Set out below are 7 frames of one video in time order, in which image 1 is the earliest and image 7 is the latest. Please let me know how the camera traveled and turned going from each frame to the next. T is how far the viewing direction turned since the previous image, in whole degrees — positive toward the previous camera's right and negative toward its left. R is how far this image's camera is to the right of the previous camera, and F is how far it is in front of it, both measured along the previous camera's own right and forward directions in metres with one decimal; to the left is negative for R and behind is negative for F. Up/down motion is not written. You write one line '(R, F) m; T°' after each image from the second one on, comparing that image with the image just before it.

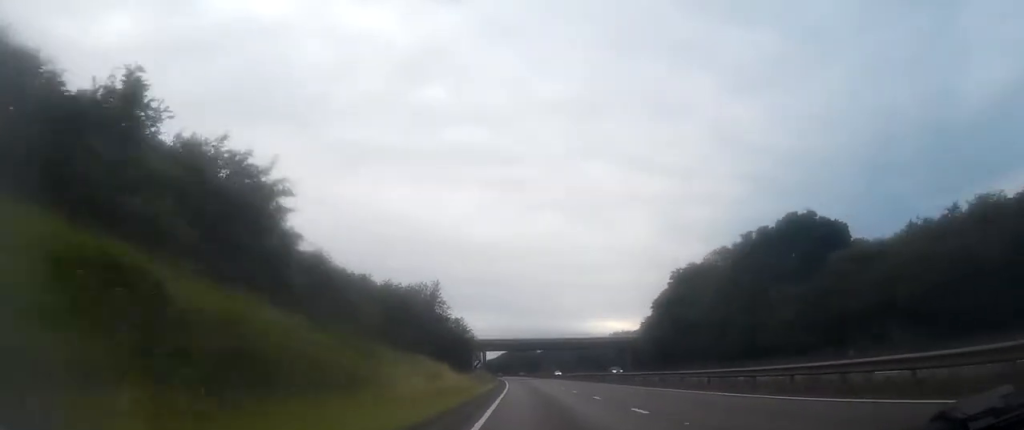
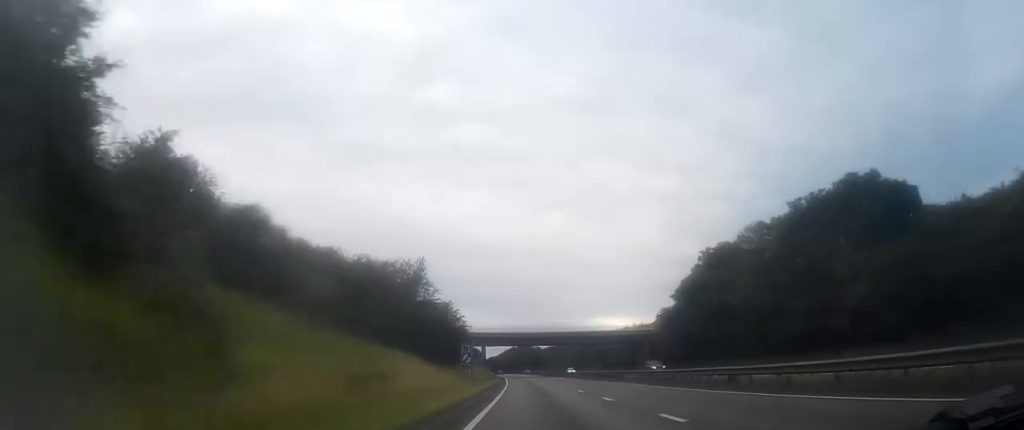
(0.0, +12.5) m; -1°
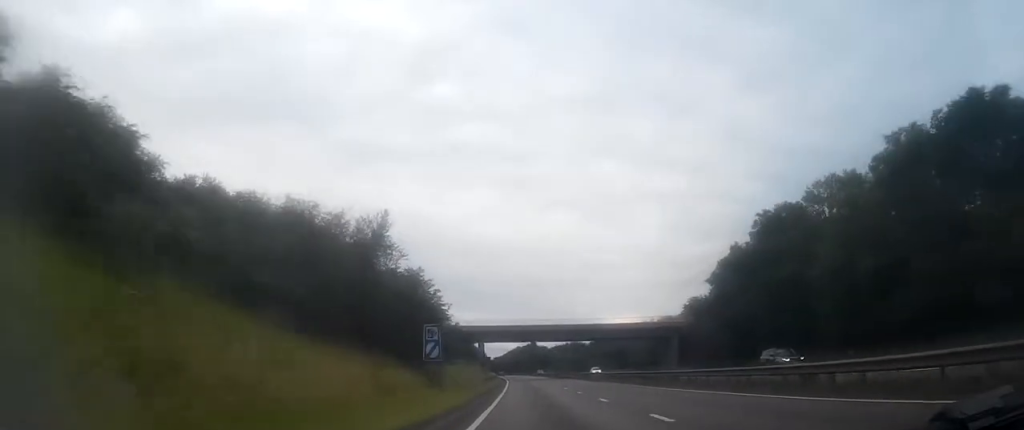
(-0.4, +17.2) m; -1°
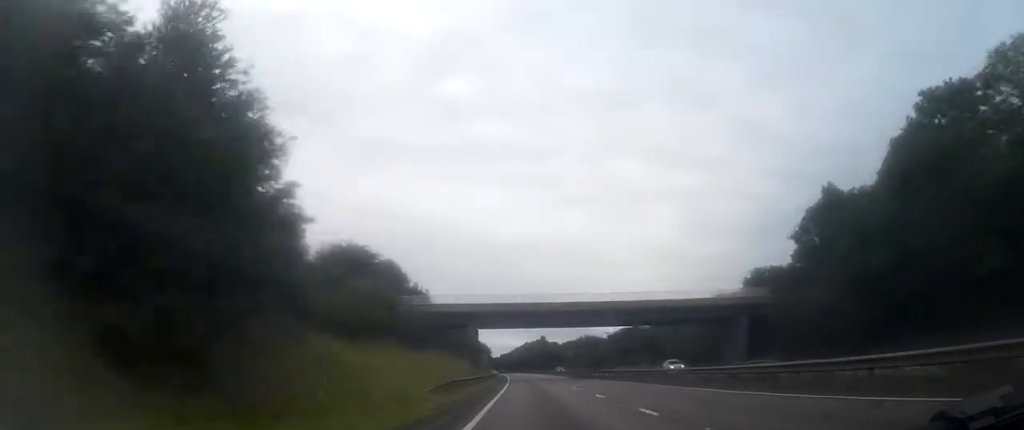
(0.0, +25.8) m; 0°
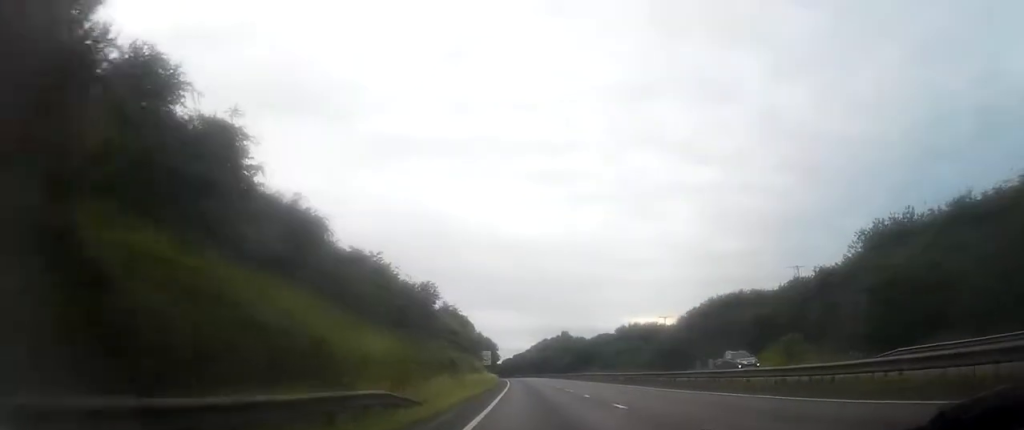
(-0.9, +68.4) m; -2°
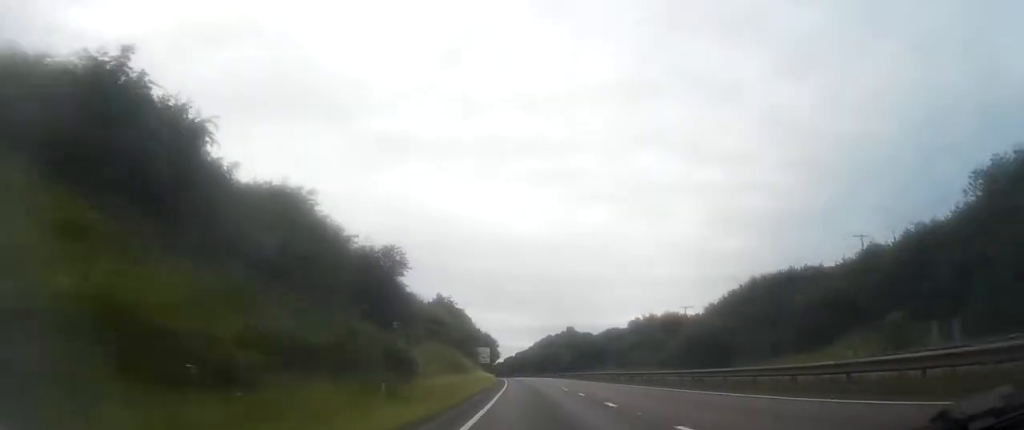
(0.0, +17.0) m; 0°
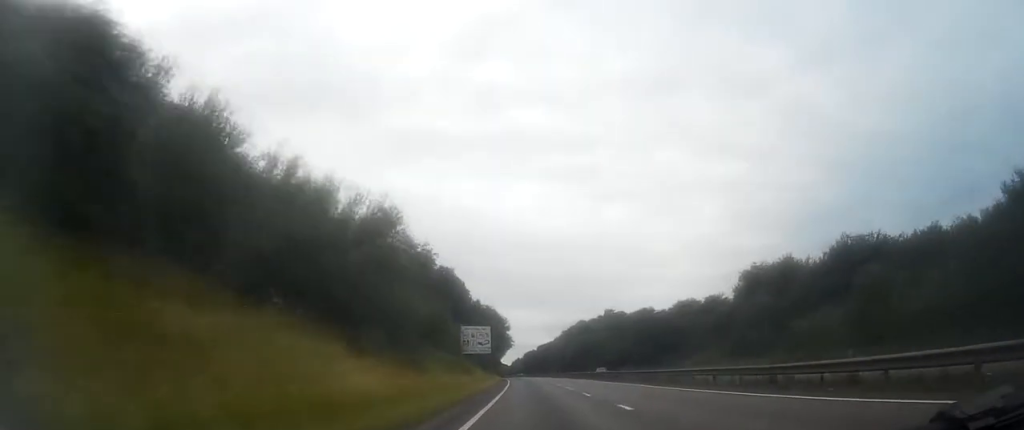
(-1.0, +65.2) m; -1°
